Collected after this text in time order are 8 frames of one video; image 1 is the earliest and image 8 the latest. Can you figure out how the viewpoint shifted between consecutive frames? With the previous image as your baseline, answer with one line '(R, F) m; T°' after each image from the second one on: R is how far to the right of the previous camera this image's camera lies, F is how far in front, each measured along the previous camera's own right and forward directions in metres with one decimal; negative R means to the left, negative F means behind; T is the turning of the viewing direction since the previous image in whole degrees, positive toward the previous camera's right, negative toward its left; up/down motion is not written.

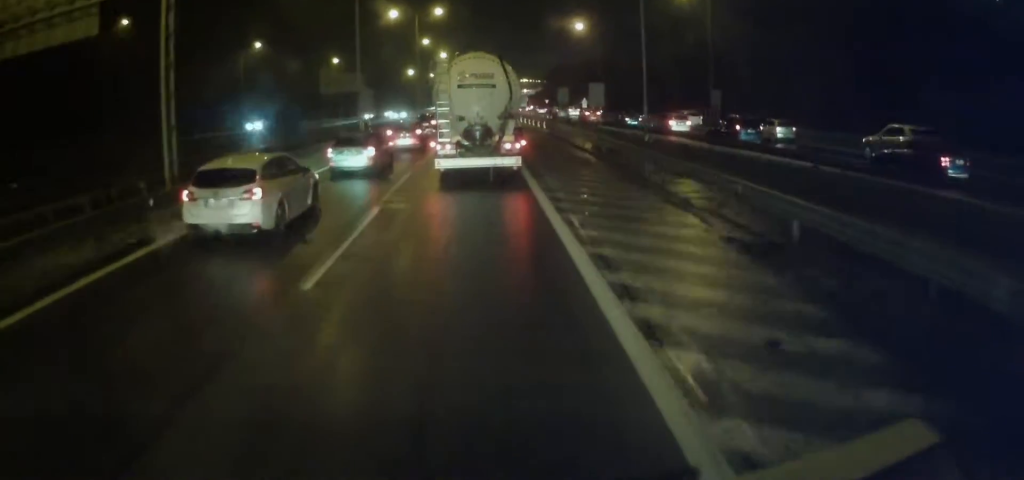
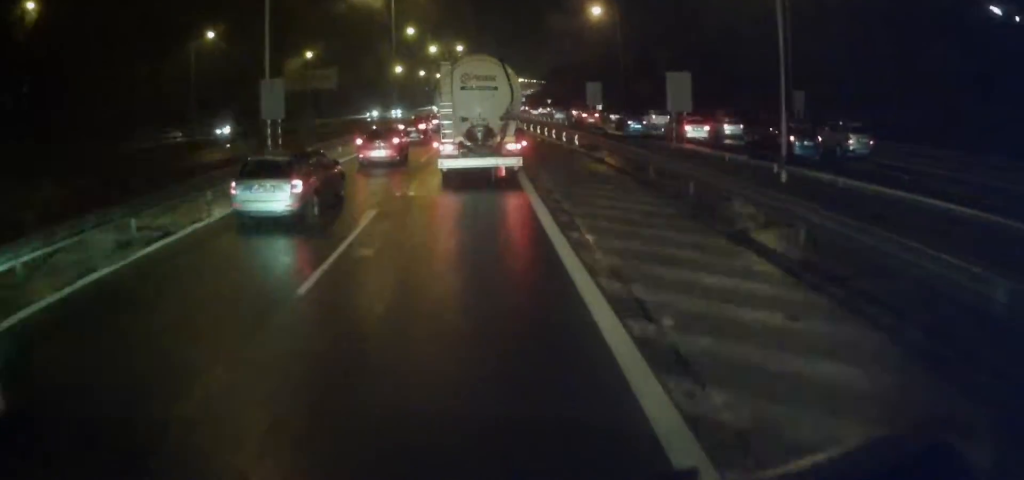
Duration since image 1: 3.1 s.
(-0.2, +20.1) m; 0°
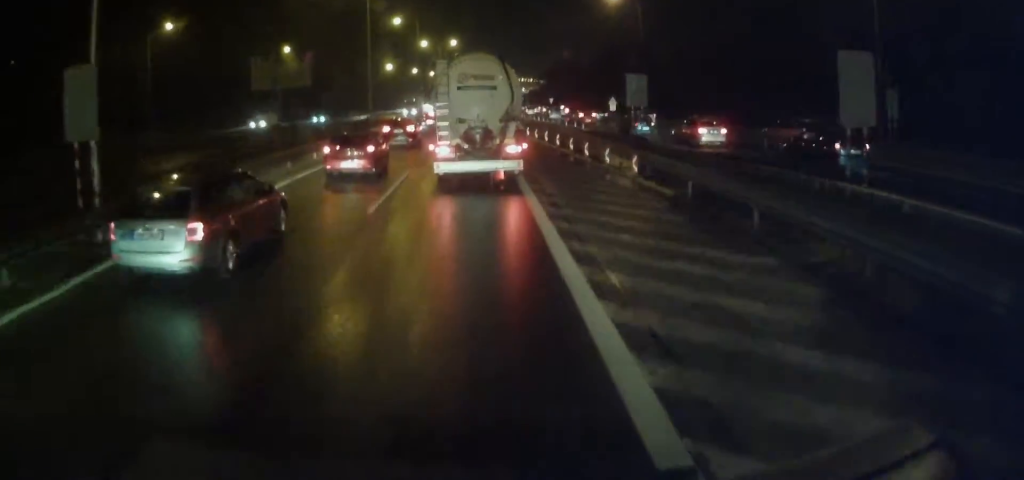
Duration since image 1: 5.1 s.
(+0.1, +11.6) m; +1°
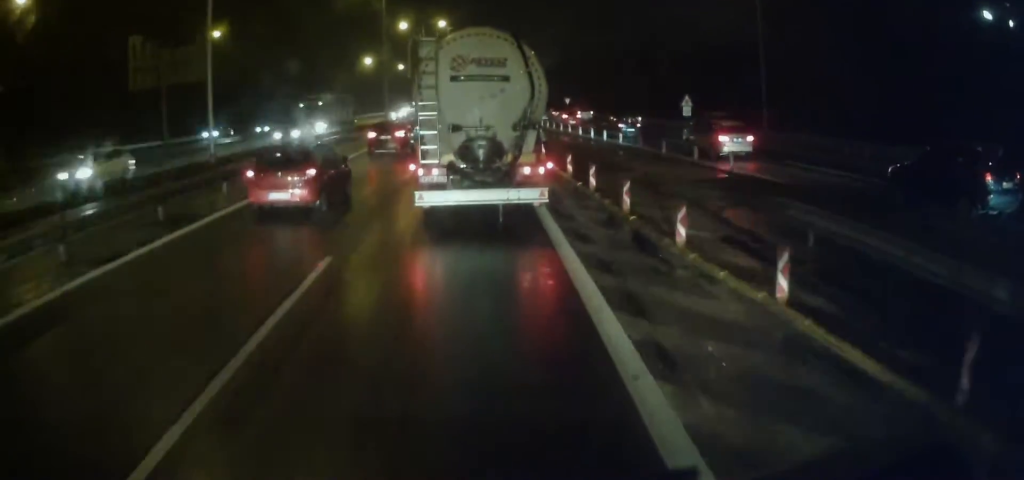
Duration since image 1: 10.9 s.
(+0.4, +30.9) m; -1°
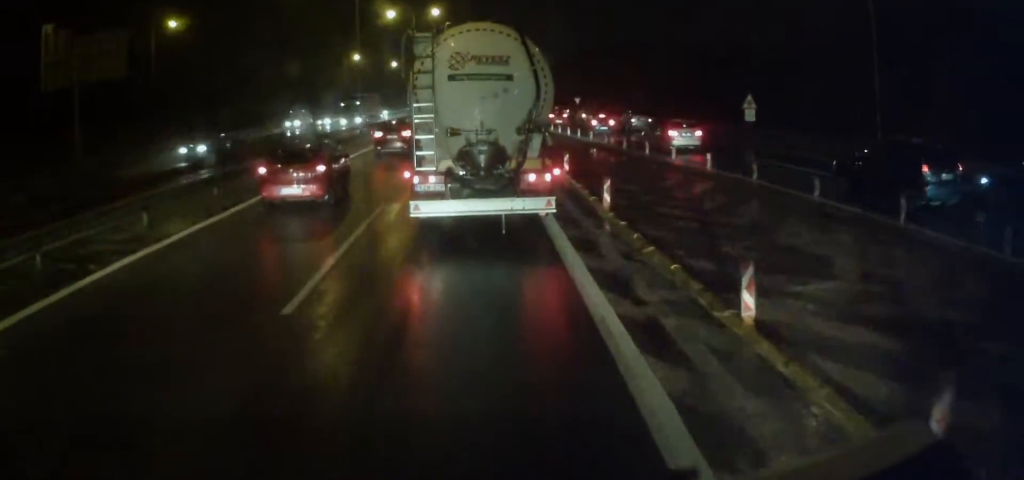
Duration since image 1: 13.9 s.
(-0.5, +13.6) m; 0°
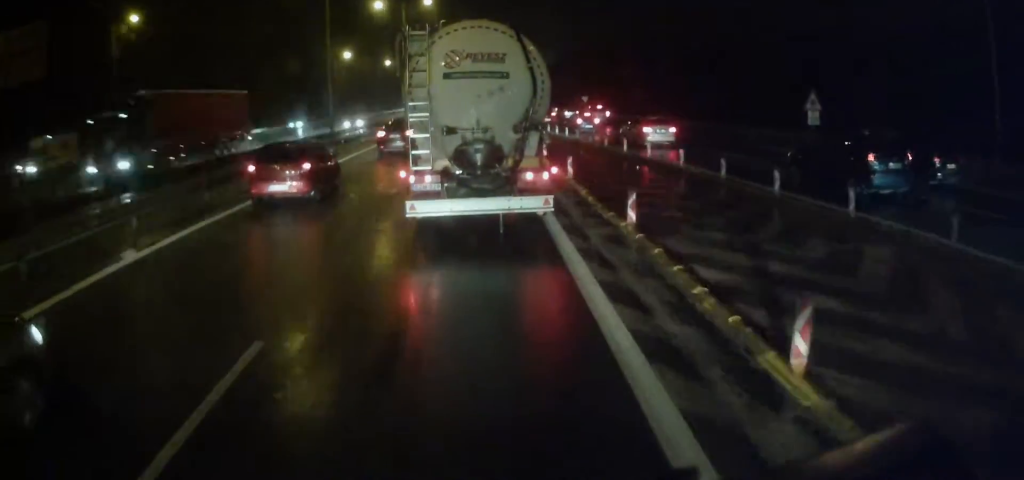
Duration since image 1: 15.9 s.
(0.0, +9.1) m; 0°
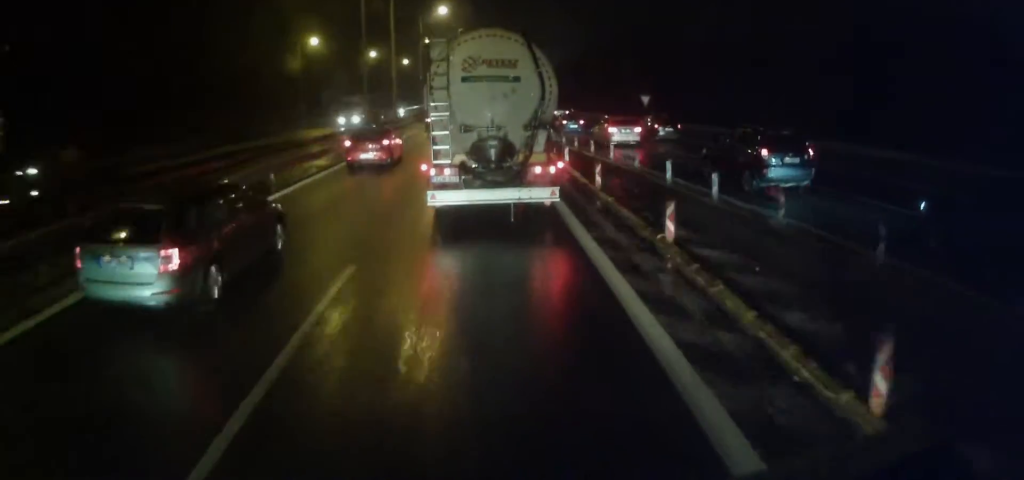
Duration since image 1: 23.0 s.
(-0.2, +31.2) m; -2°
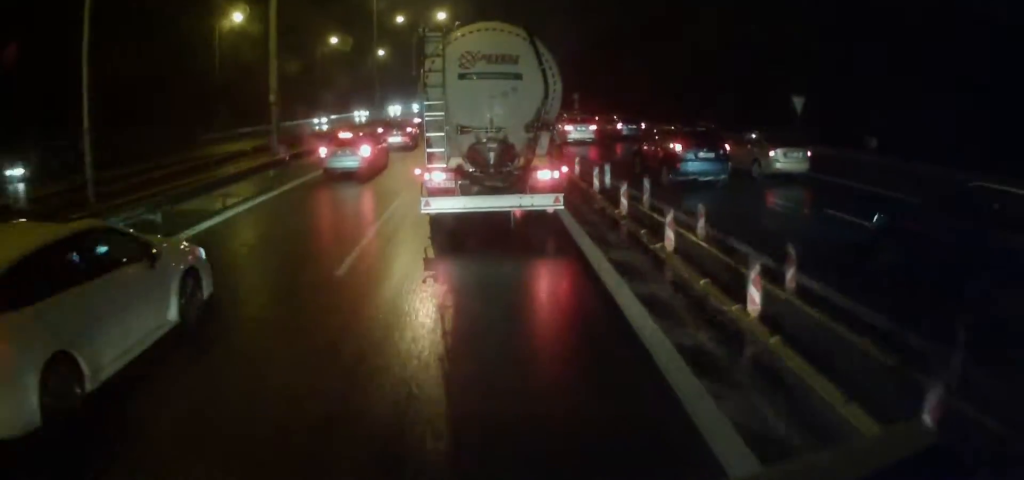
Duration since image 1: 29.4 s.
(+0.6, +24.6) m; +3°
